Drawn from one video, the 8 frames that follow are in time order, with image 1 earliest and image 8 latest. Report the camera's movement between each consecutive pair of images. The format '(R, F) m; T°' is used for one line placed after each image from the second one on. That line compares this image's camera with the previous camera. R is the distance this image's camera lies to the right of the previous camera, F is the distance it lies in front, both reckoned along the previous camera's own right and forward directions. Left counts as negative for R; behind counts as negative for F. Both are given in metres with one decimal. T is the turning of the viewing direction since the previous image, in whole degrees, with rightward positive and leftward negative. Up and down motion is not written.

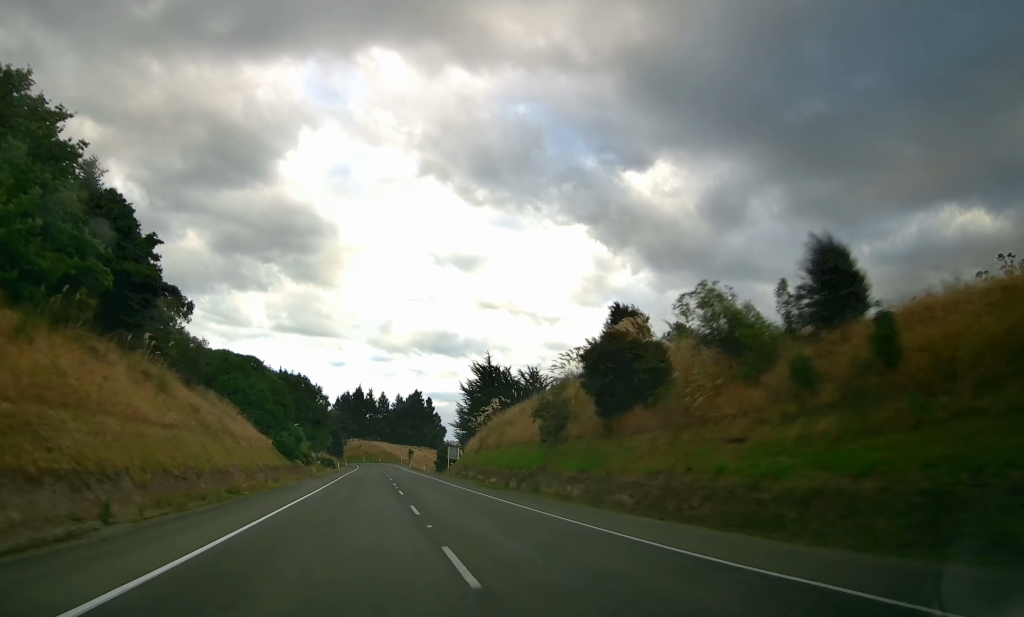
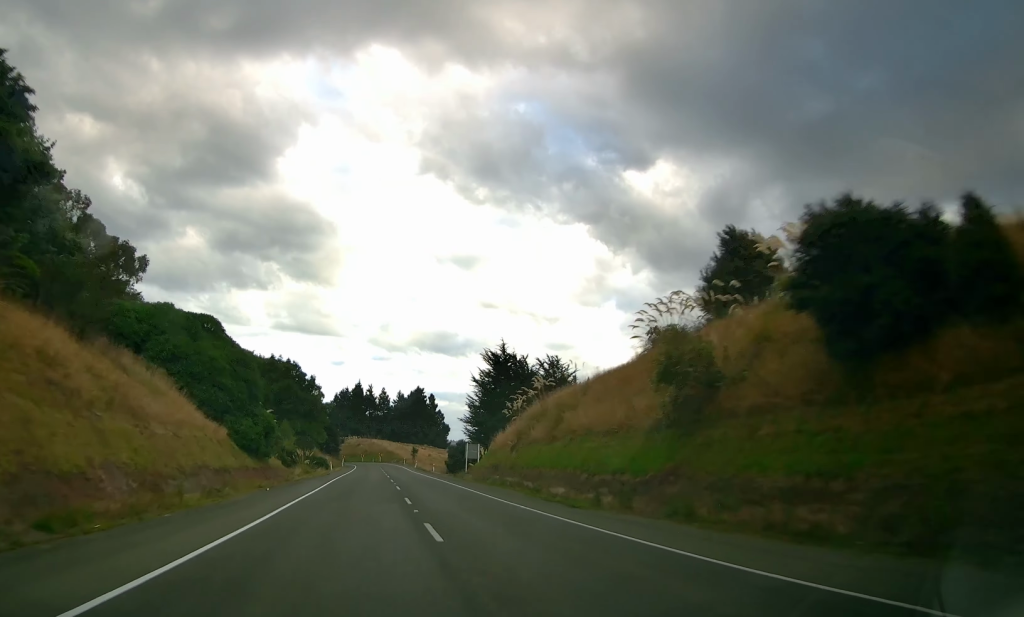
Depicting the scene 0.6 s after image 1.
(0.0, +15.5) m; 0°
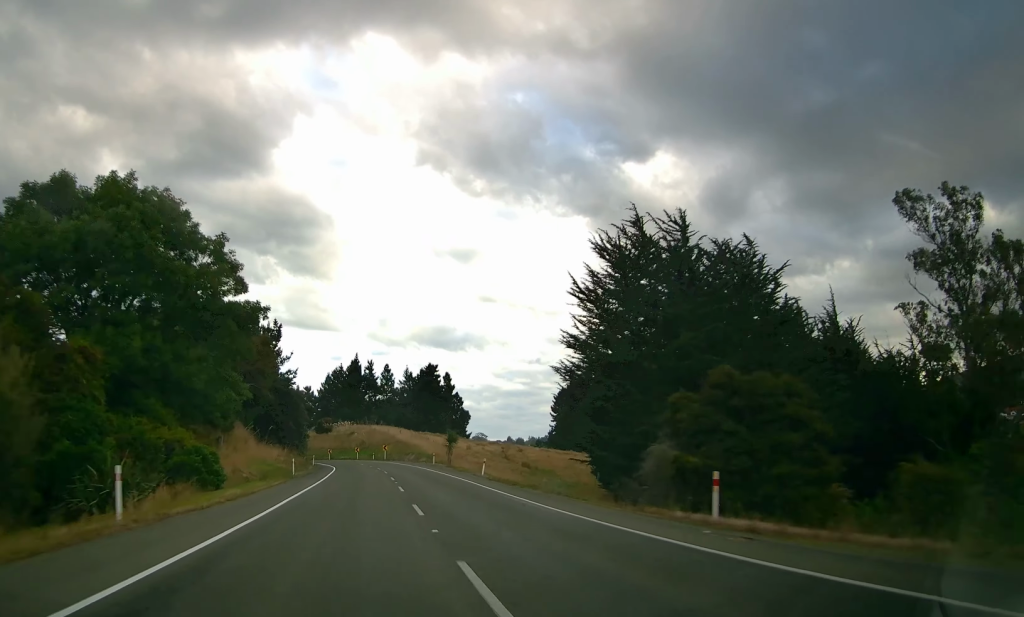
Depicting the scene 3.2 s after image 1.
(0.0, +65.7) m; -1°
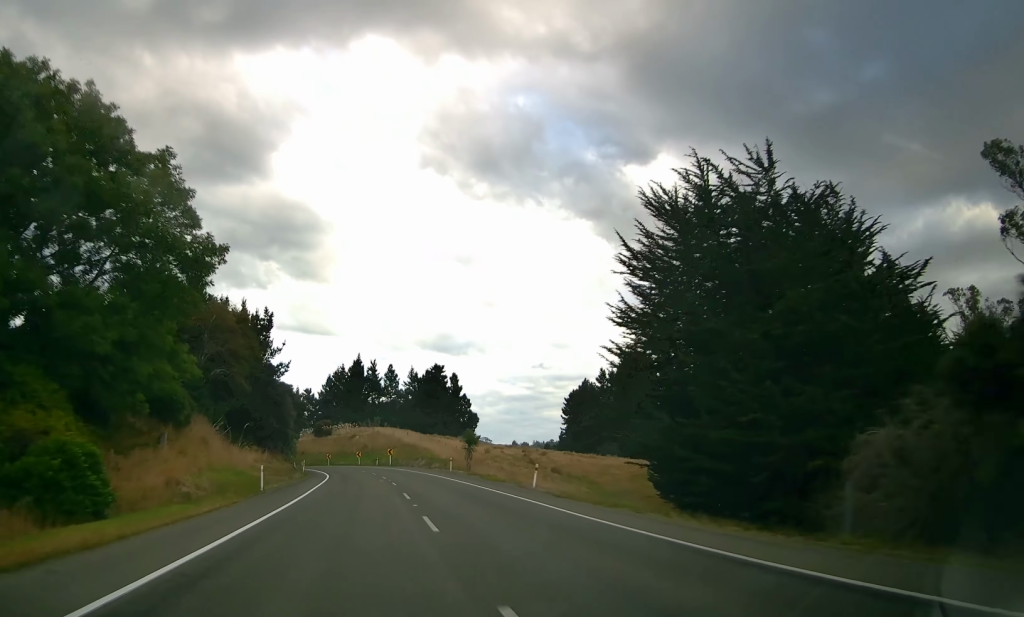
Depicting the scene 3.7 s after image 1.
(+0.2, +12.6) m; -1°
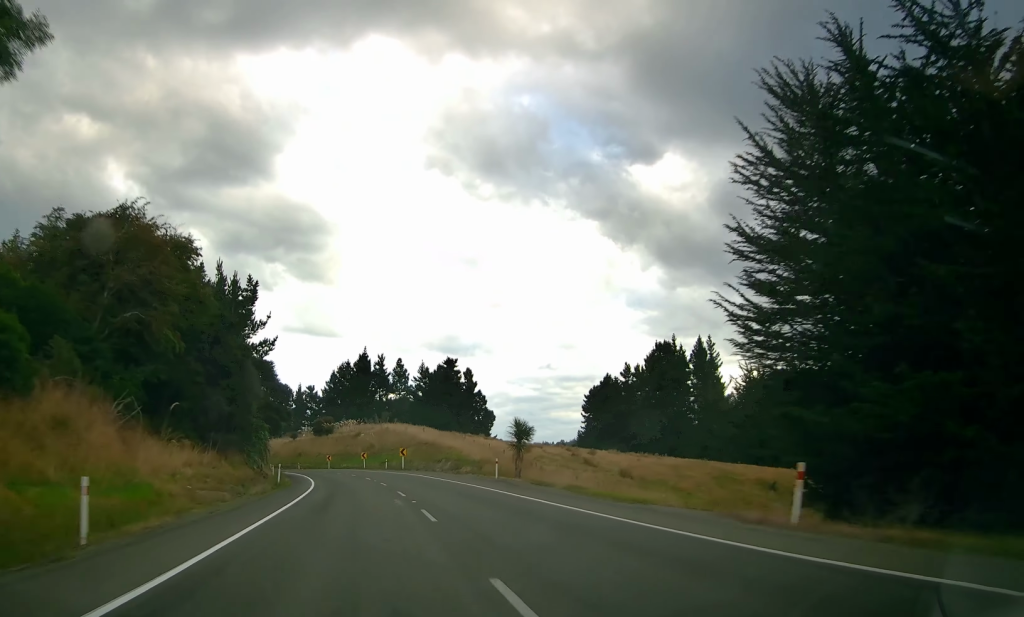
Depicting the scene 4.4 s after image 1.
(-0.7, +18.3) m; -2°
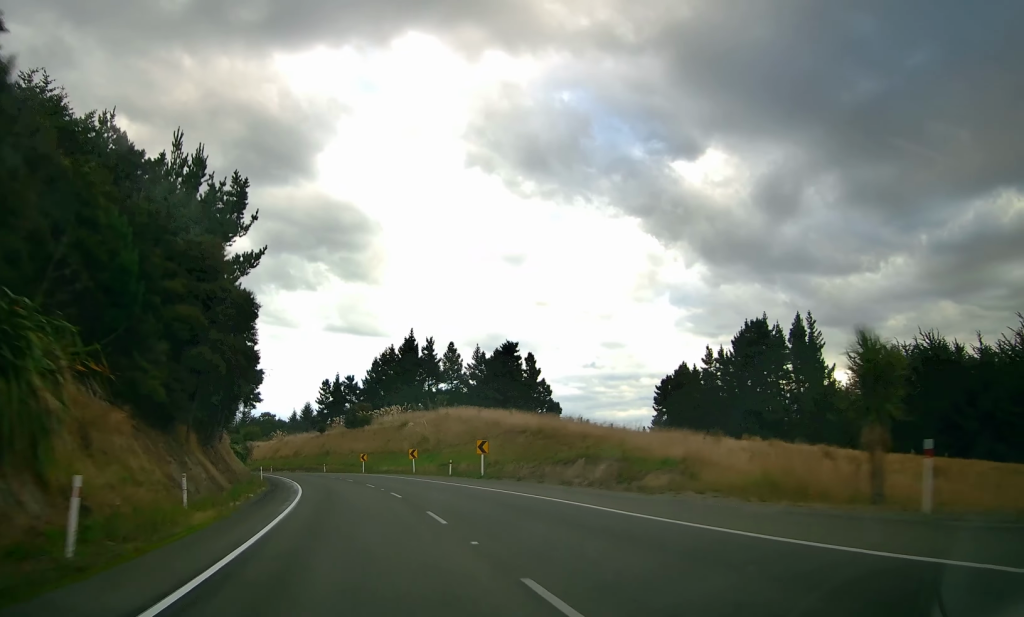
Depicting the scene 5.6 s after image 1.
(-0.4, +29.8) m; -2°
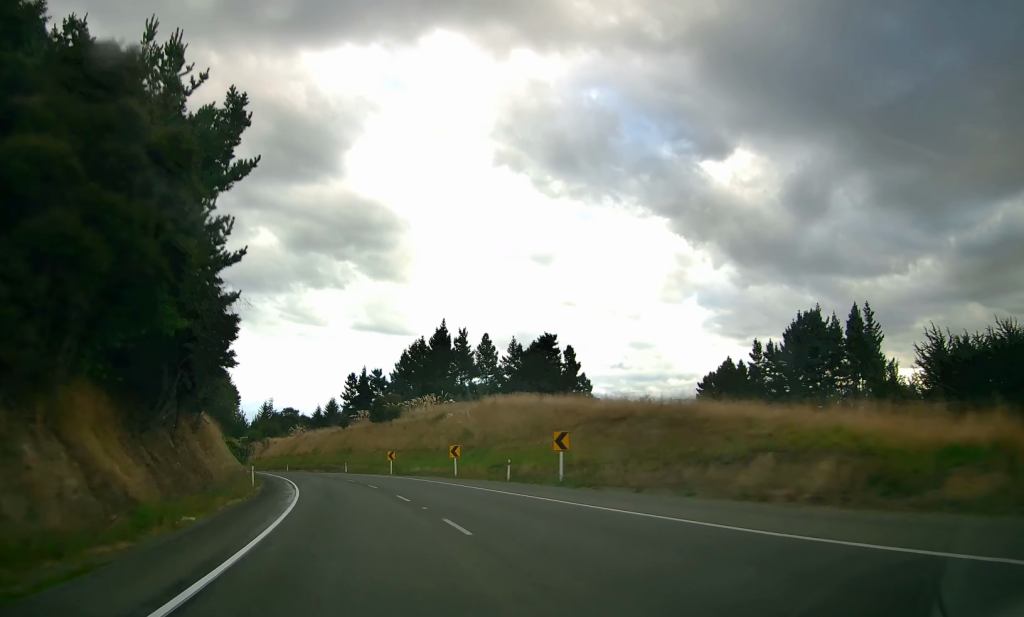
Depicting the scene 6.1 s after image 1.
(-0.1, +12.3) m; -2°
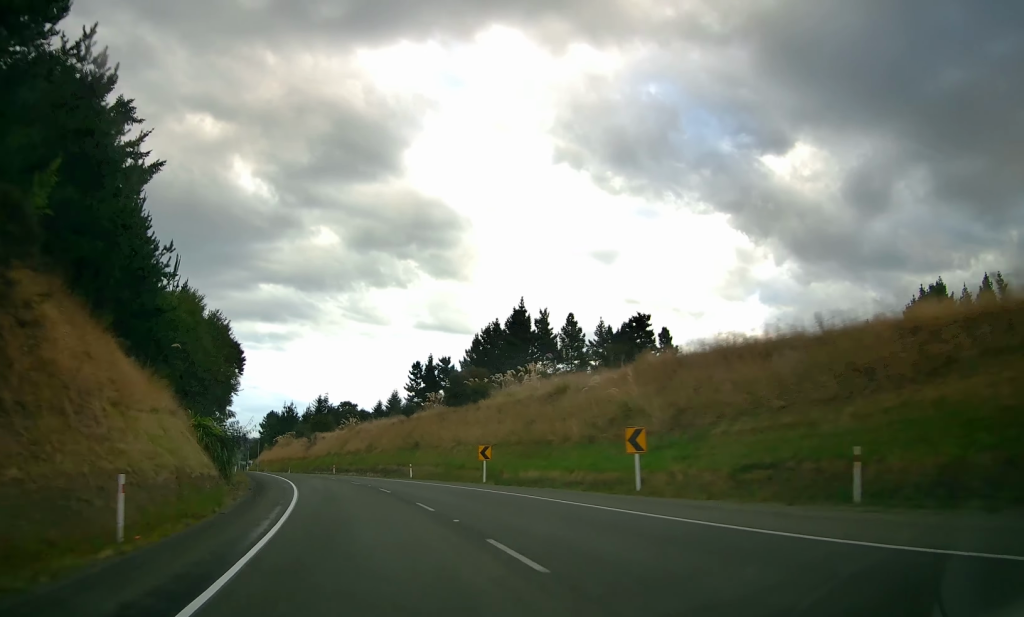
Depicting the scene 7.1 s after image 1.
(-0.9, +23.6) m; -6°
